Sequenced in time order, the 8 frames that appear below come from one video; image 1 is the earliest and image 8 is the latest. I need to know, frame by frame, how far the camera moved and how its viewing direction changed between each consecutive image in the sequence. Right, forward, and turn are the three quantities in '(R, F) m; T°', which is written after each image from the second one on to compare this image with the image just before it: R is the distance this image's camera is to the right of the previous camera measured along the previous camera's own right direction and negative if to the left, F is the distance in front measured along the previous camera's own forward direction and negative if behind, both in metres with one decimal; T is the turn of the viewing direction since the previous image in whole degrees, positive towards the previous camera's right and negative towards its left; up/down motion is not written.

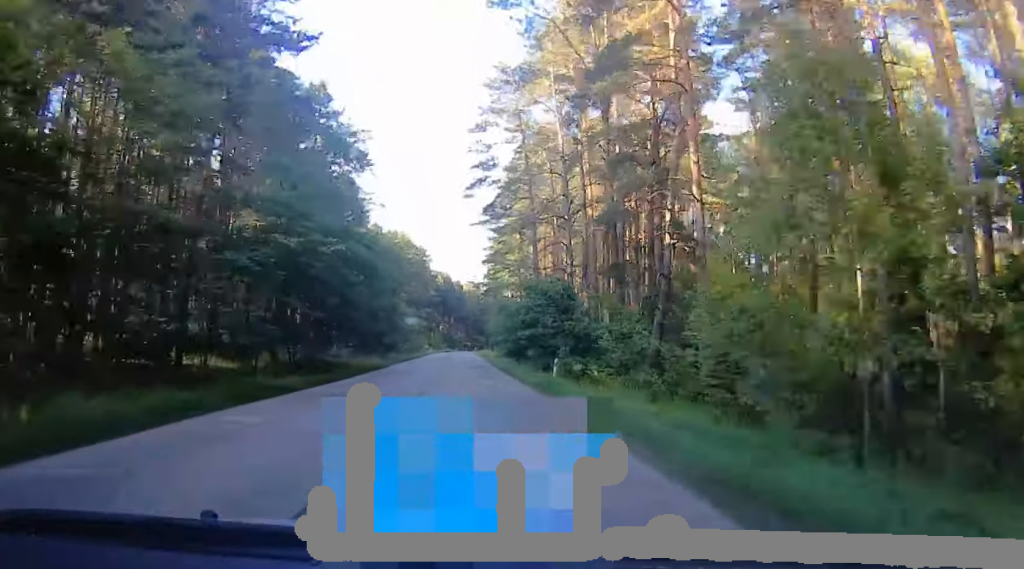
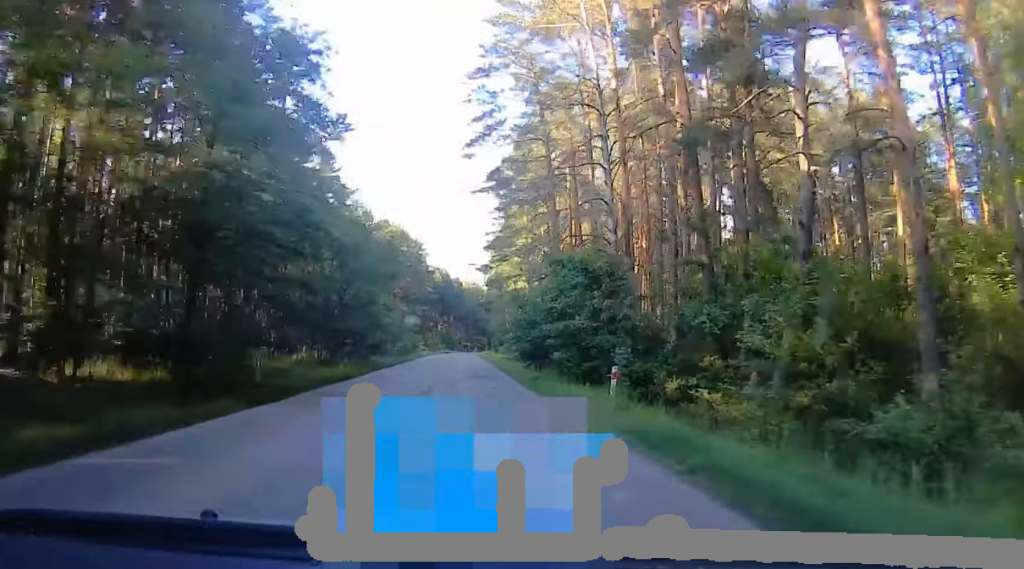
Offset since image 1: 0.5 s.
(0.0, +12.5) m; 0°
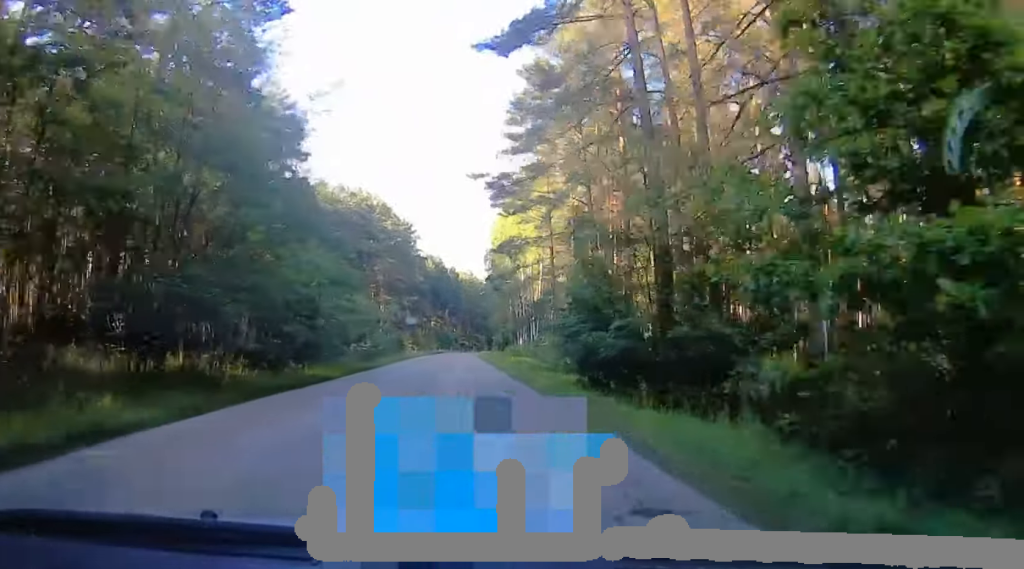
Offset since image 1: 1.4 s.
(0.0, +22.4) m; 0°
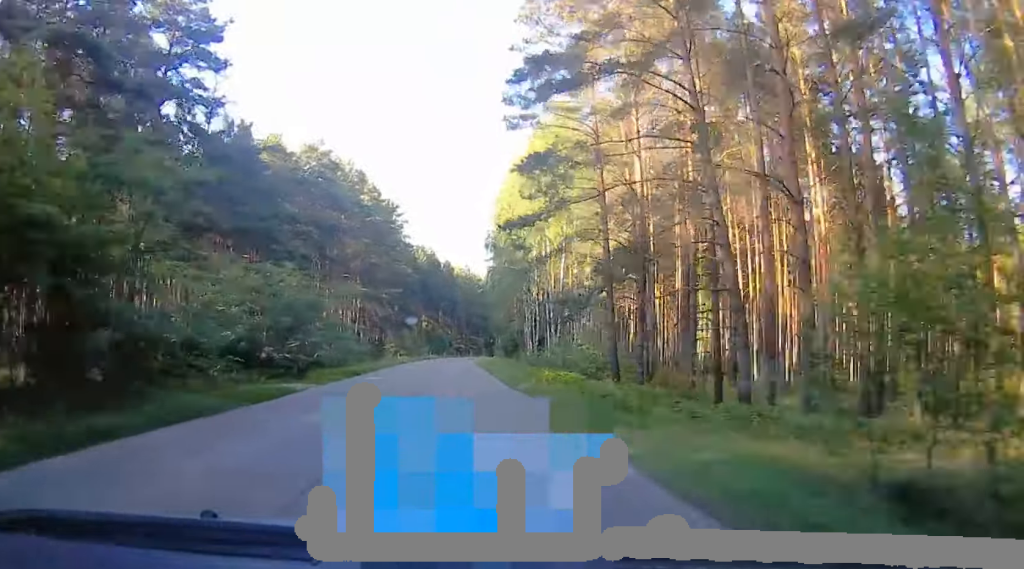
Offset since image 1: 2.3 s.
(0.0, +21.4) m; 0°
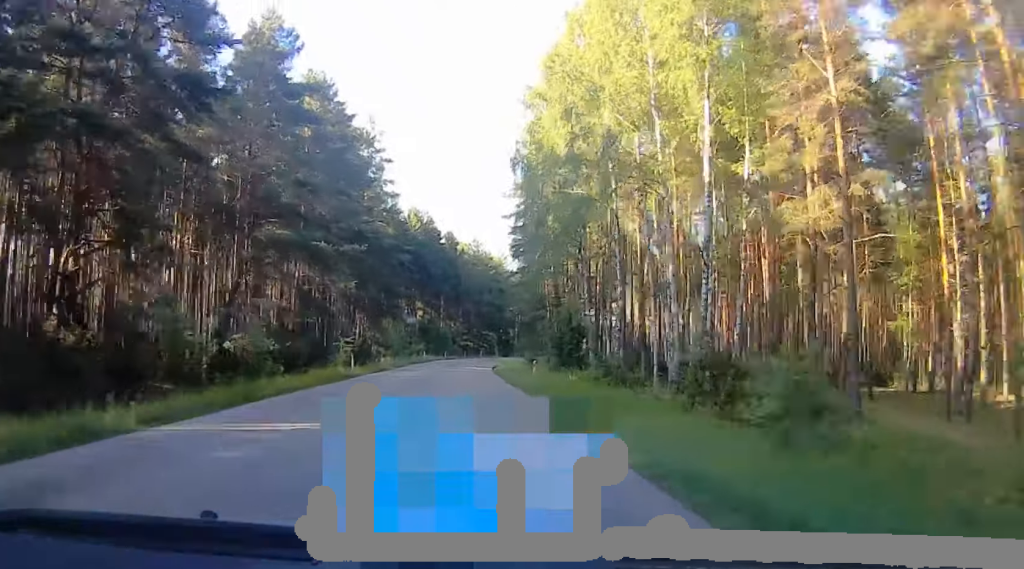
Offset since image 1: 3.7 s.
(0.0, +36.0) m; 0°
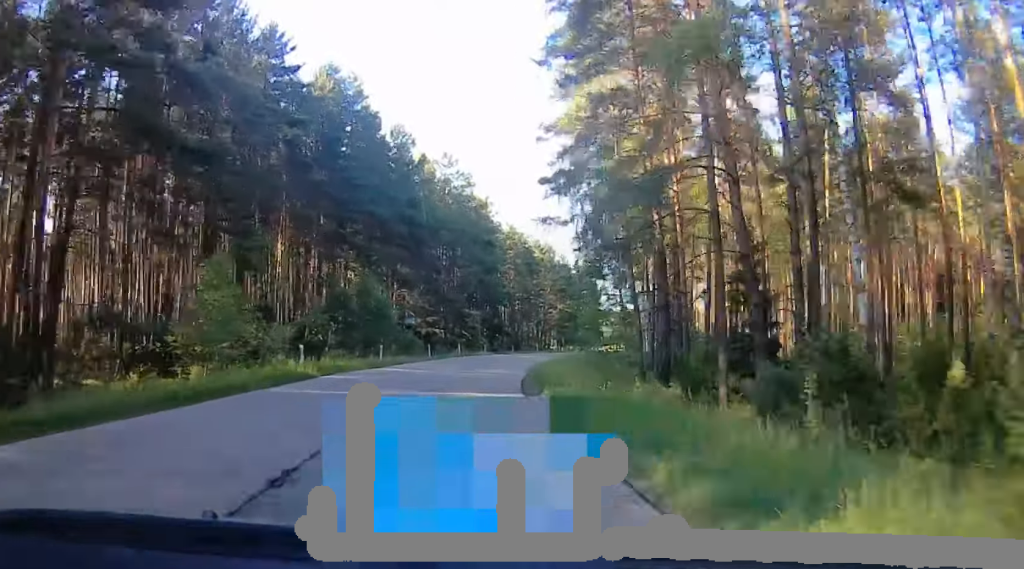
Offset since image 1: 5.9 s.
(0.0, +52.1) m; 0°
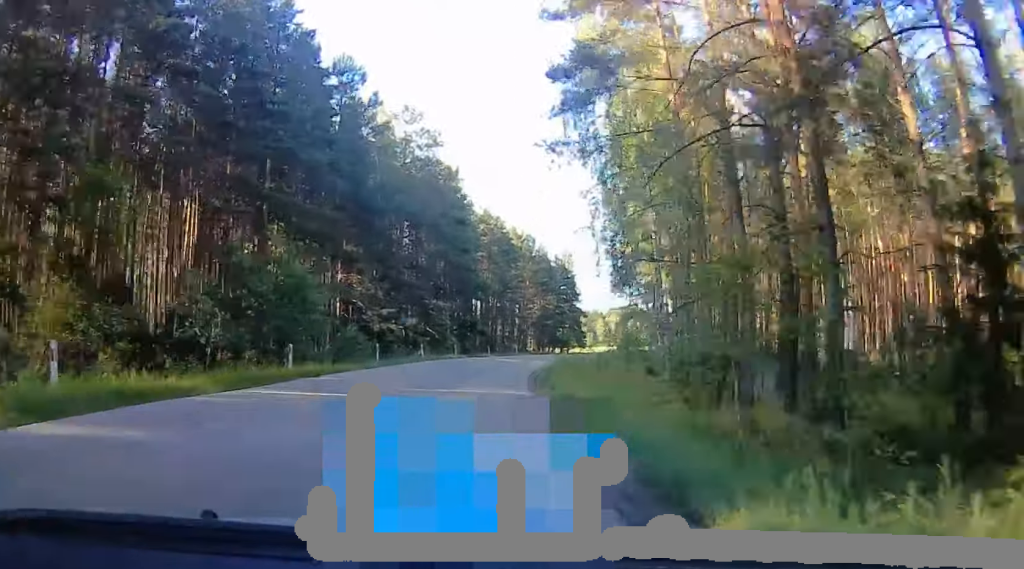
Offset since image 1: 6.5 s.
(0.0, +15.4) m; 0°
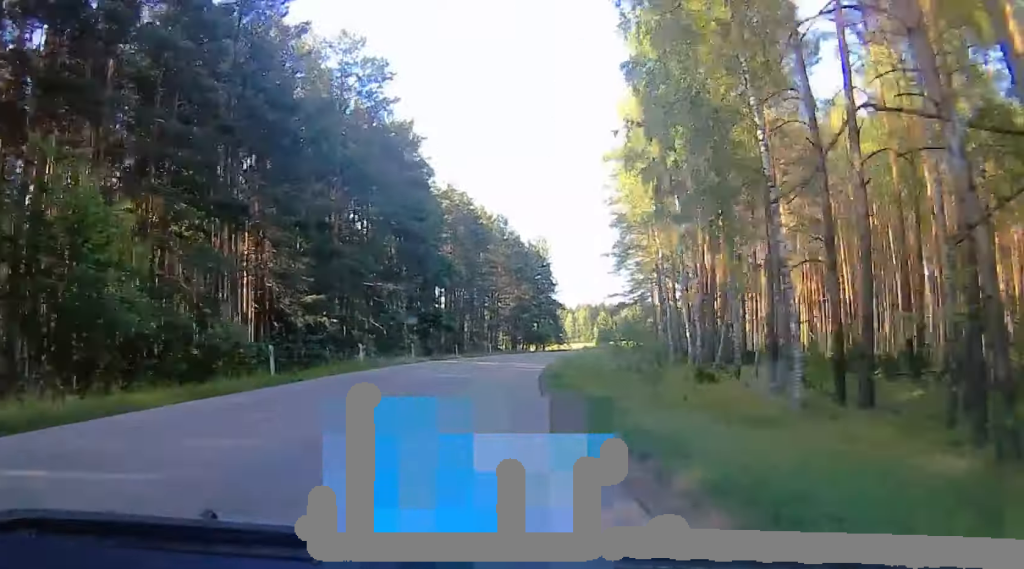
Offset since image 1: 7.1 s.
(0.0, +15.4) m; 0°
